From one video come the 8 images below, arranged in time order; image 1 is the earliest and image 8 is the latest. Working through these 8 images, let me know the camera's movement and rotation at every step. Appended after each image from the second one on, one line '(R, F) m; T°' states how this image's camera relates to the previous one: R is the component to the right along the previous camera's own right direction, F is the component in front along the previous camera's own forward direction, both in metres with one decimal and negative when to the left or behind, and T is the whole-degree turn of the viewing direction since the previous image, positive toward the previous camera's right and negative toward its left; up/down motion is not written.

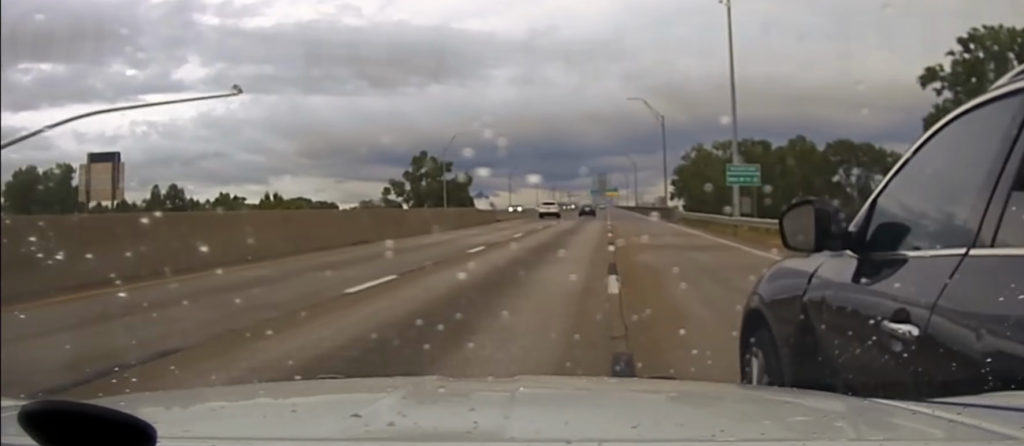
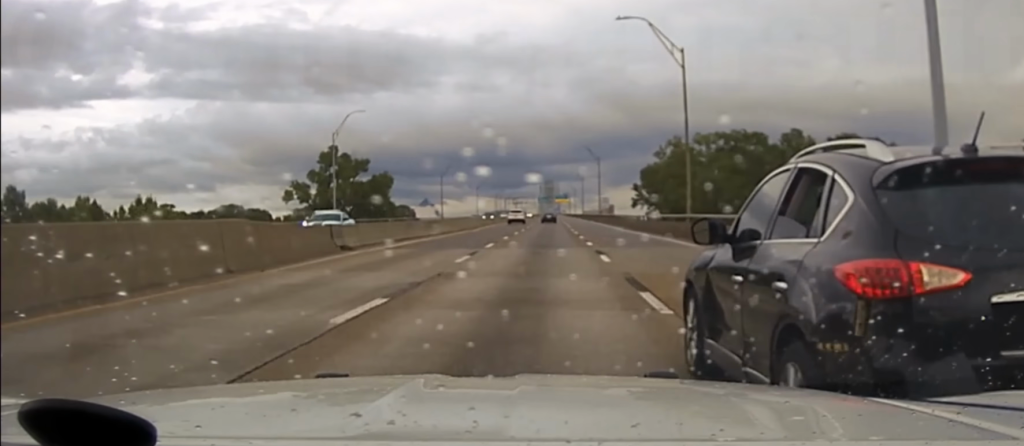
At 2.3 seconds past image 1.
(+0.7, +48.2) m; +4°
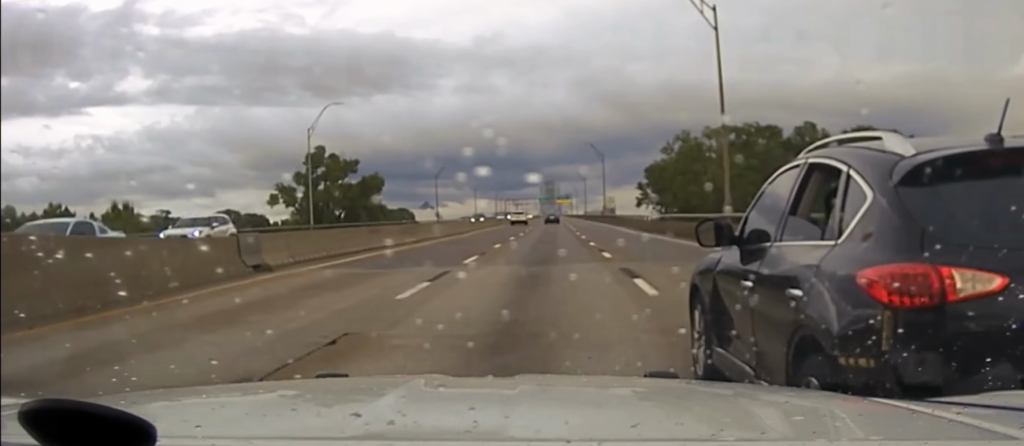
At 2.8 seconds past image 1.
(+0.5, +11.0) m; +1°
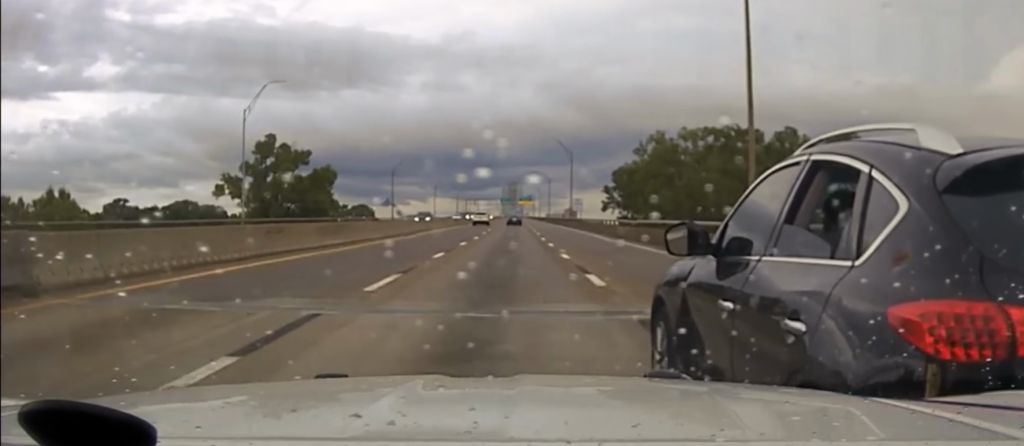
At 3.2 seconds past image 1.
(+0.4, +9.4) m; +1°
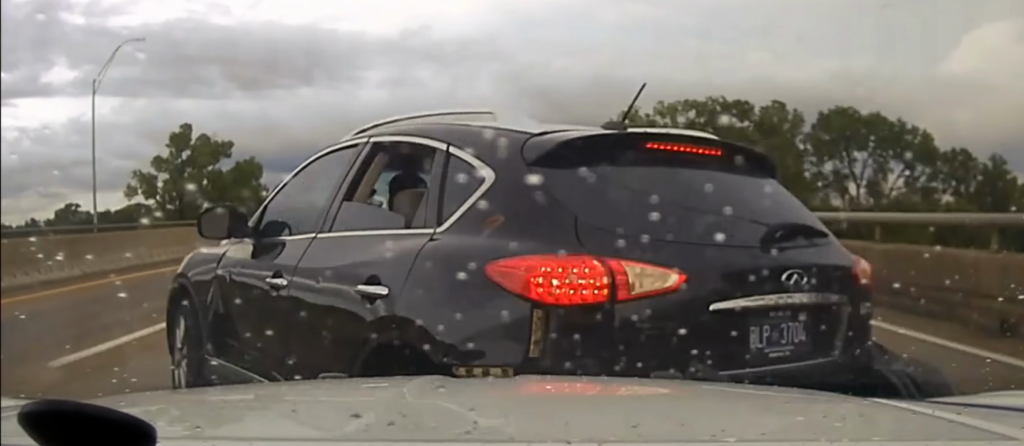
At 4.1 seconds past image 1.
(-0.2, +20.2) m; -1°
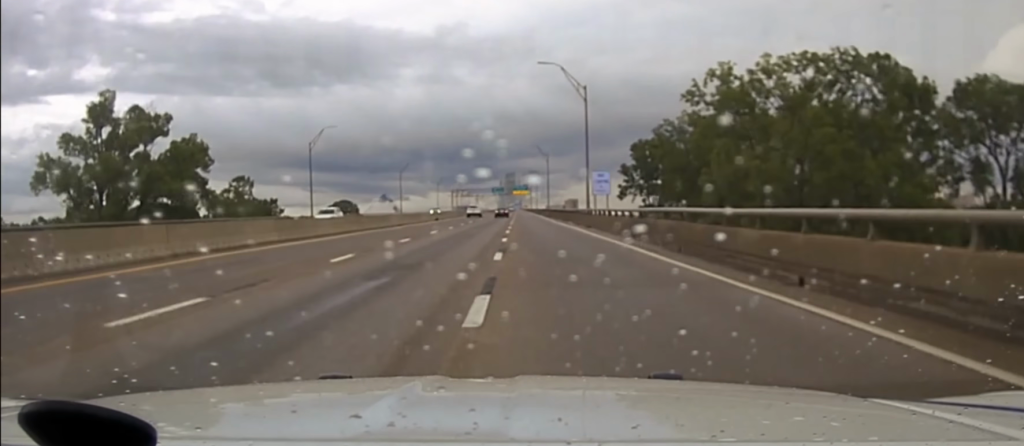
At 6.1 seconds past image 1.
(-0.6, +35.0) m; 0°
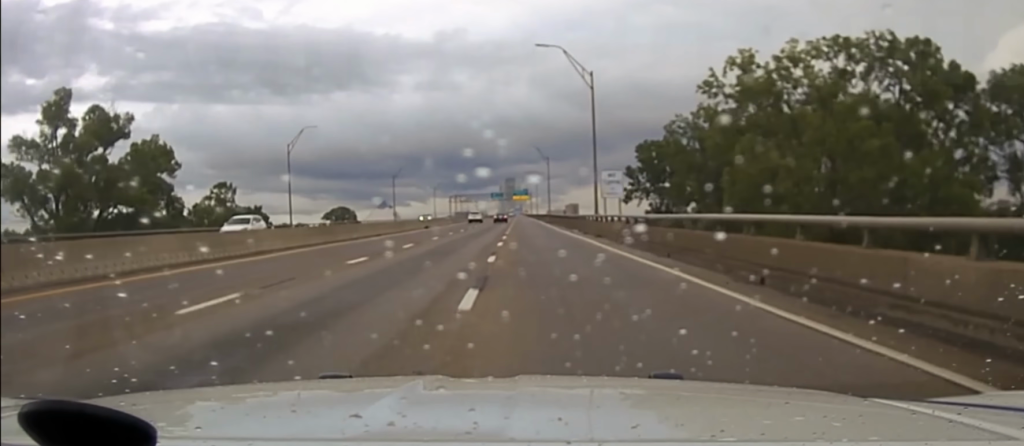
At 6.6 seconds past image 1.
(0.0, +8.9) m; +1°
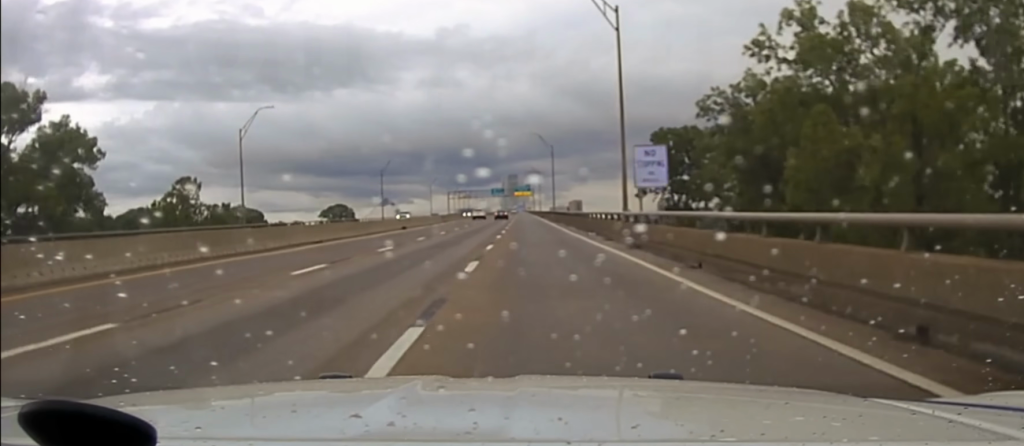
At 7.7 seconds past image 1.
(+0.2, +15.2) m; +1°
